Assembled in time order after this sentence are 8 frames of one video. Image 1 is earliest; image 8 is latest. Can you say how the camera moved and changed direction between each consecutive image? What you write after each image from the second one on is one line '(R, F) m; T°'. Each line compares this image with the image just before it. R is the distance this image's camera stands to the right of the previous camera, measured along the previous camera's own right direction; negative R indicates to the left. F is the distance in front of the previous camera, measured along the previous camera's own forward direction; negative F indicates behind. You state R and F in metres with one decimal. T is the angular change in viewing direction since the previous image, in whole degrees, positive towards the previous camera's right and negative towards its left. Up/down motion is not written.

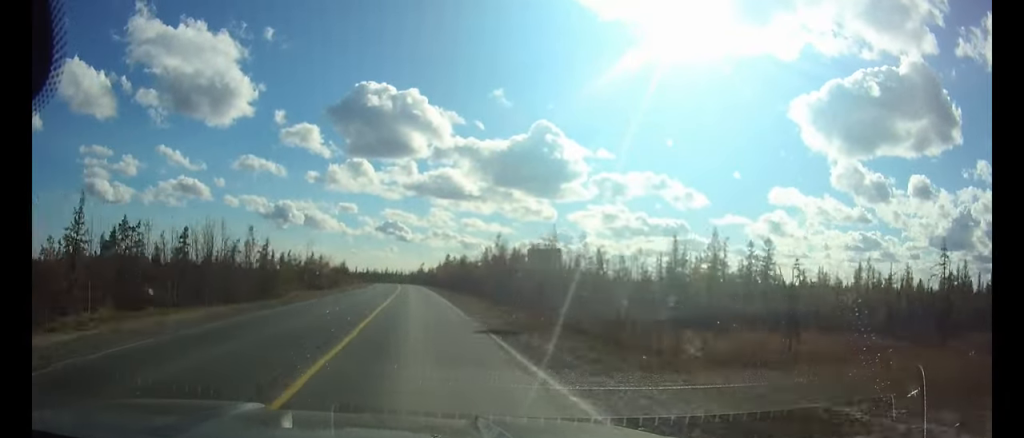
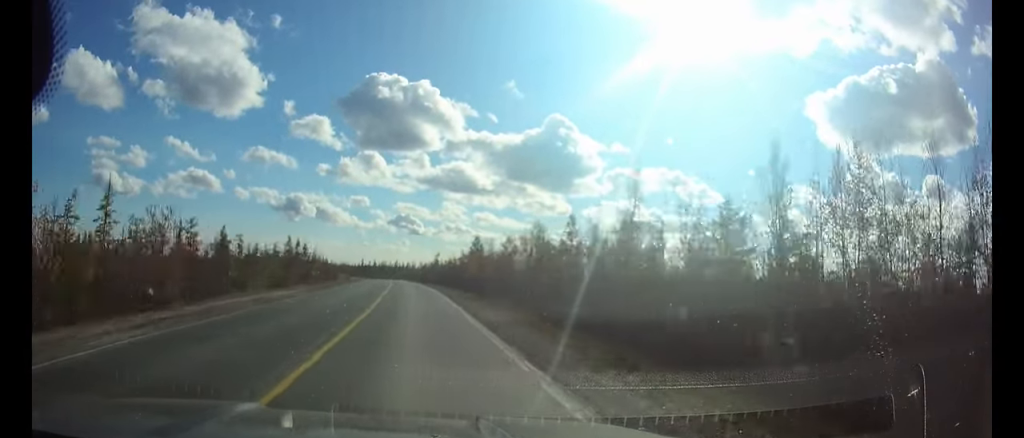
(-0.7, +51.8) m; -2°
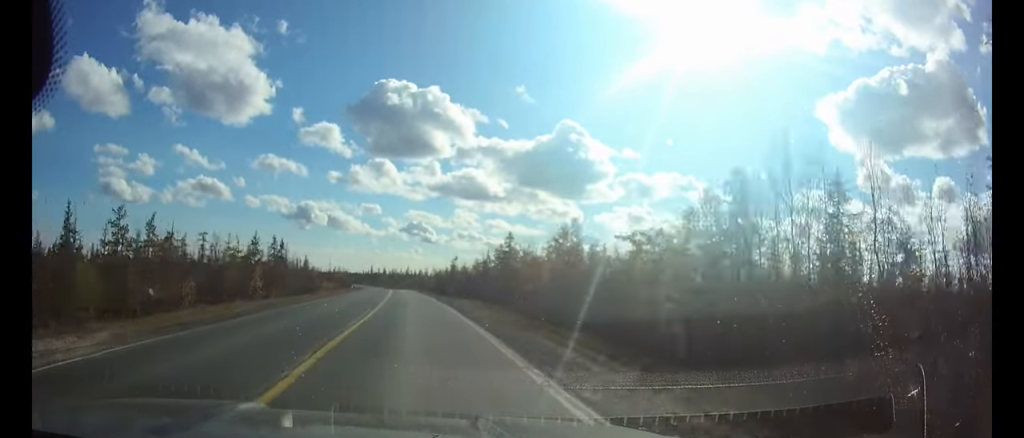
(-0.1, +25.4) m; -1°
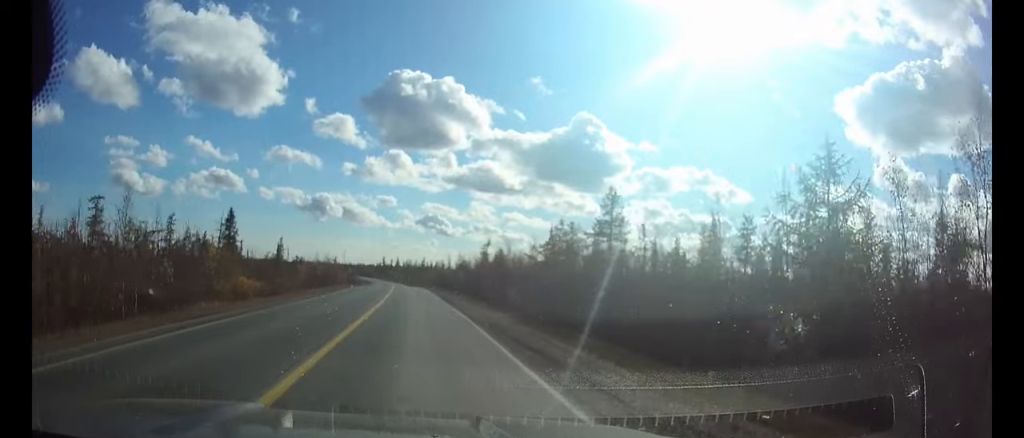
(-0.6, +37.2) m; -2°
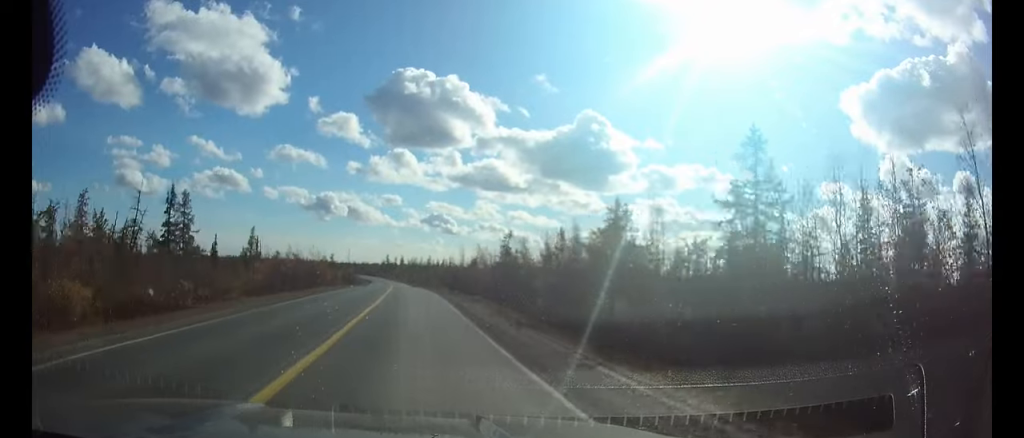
(-0.1, +19.2) m; -1°
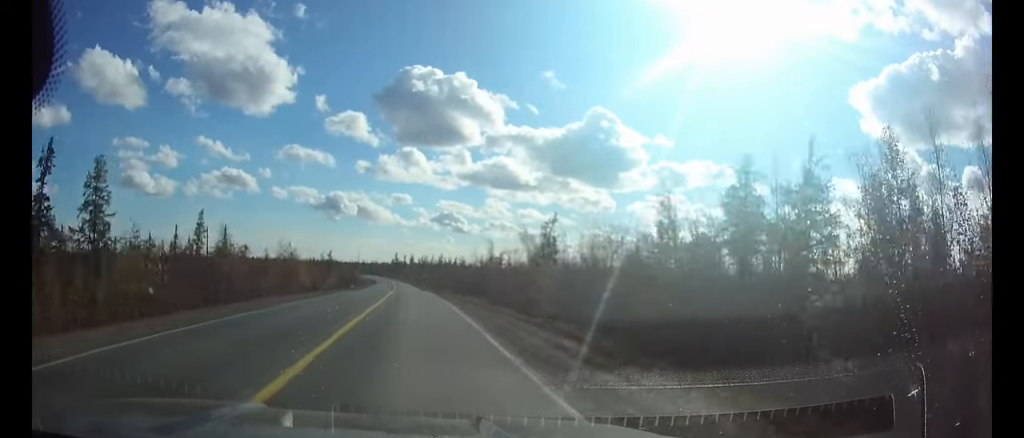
(-0.1, +22.3) m; -1°
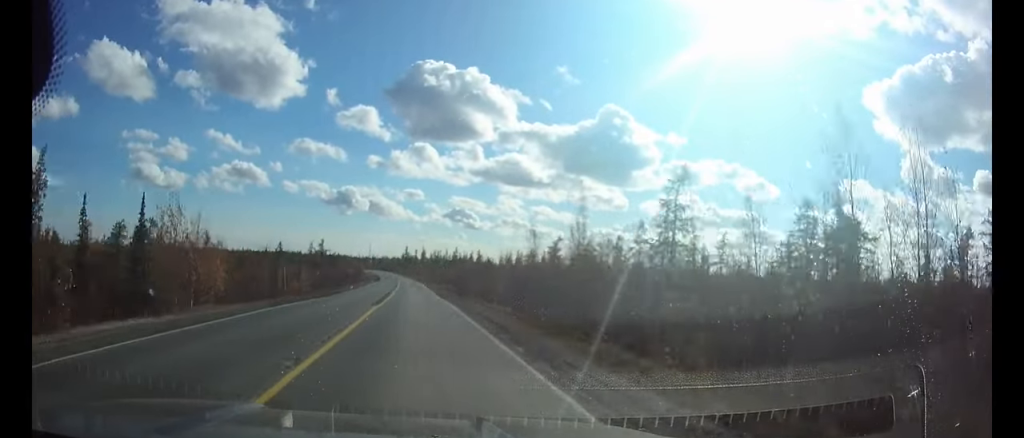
(-0.2, +27.4) m; -1°
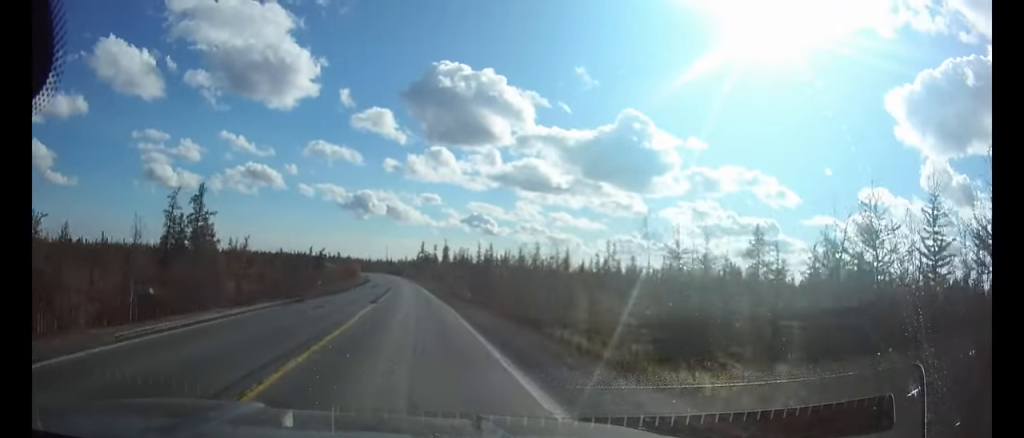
(-1.5, +74.7) m; -2°
